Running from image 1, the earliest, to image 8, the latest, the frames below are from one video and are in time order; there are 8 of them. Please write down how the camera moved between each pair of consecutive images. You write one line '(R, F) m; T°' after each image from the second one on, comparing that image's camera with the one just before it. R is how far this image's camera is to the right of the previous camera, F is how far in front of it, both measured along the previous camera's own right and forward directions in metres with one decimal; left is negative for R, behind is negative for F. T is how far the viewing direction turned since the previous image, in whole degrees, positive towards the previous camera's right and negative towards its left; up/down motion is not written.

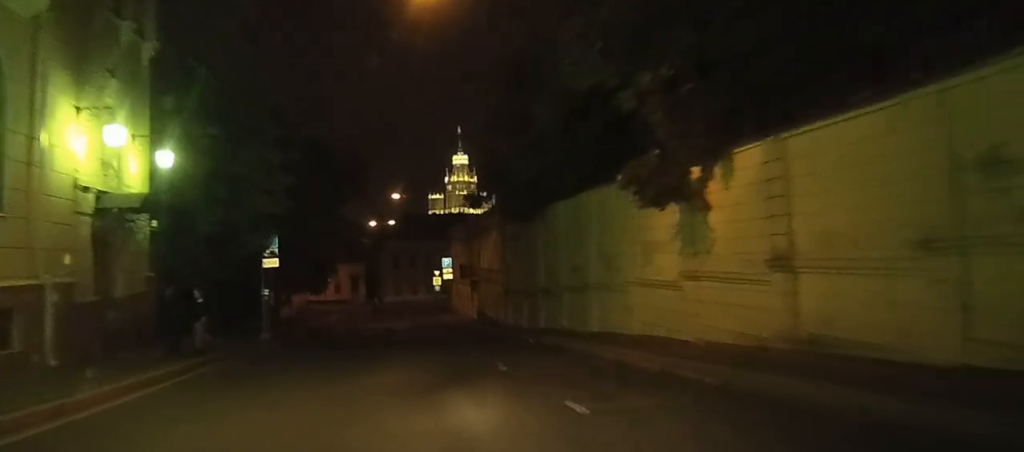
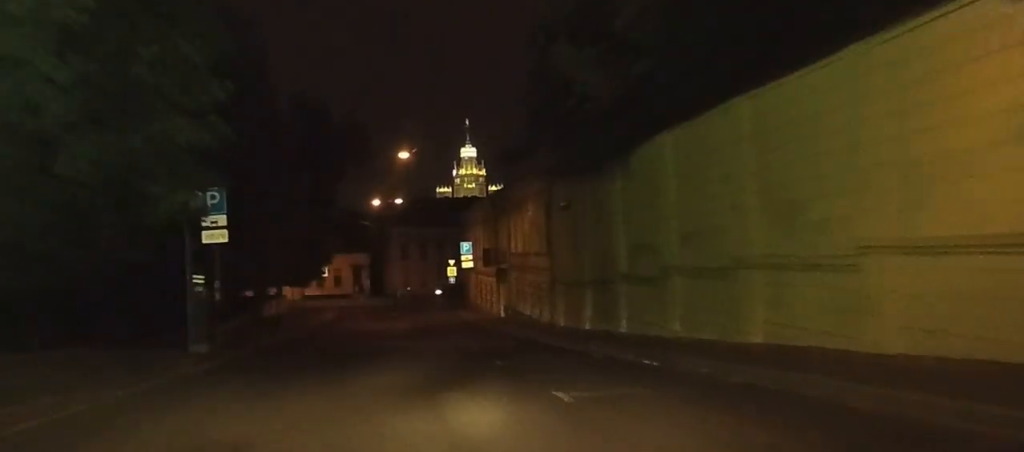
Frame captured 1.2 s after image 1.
(-0.4, +12.7) m; 0°
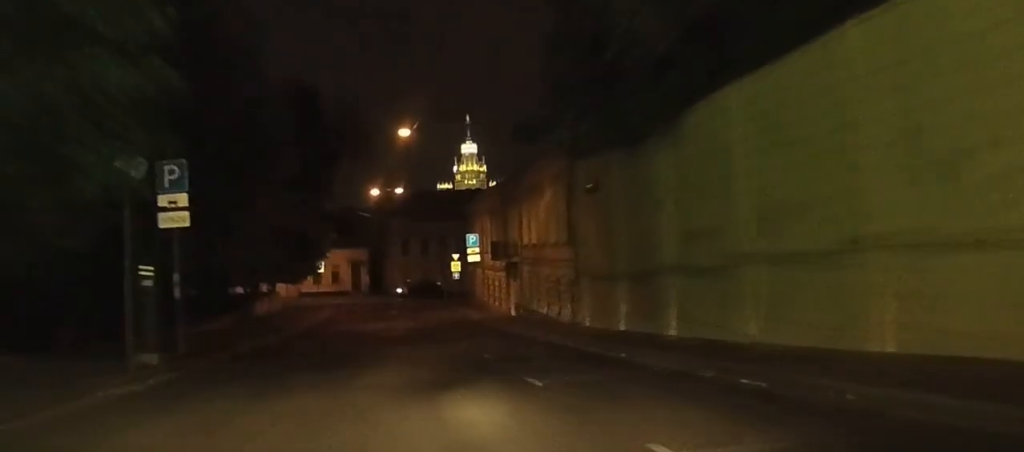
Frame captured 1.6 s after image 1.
(+0.1, +4.8) m; +1°
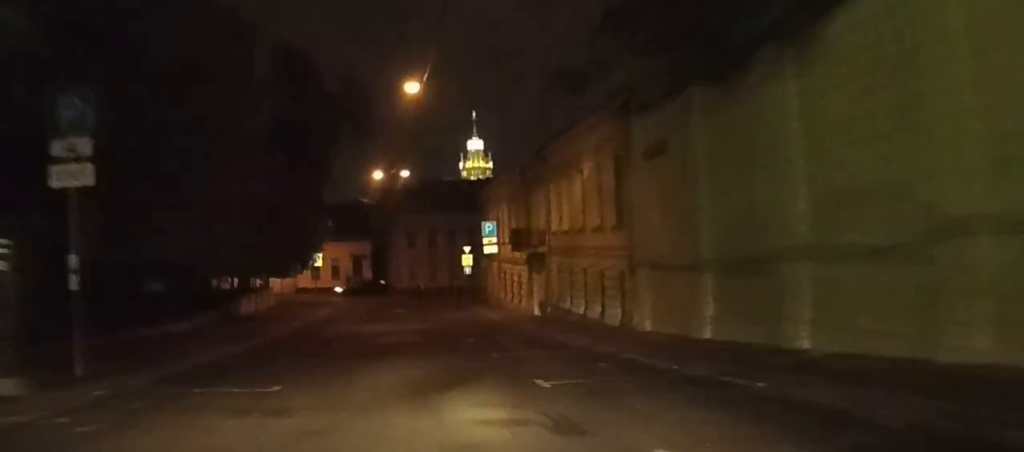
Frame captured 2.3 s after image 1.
(+0.3, +7.1) m; +2°
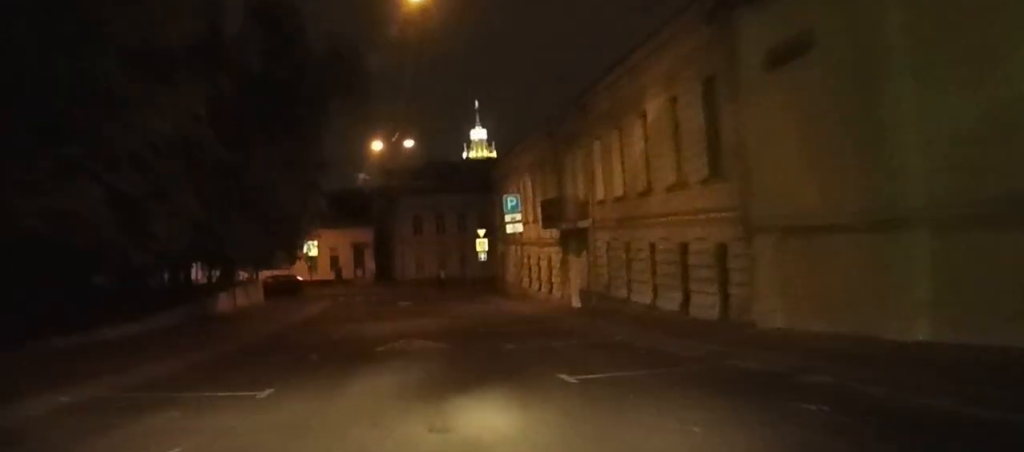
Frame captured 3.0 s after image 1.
(0.0, +8.3) m; 0°
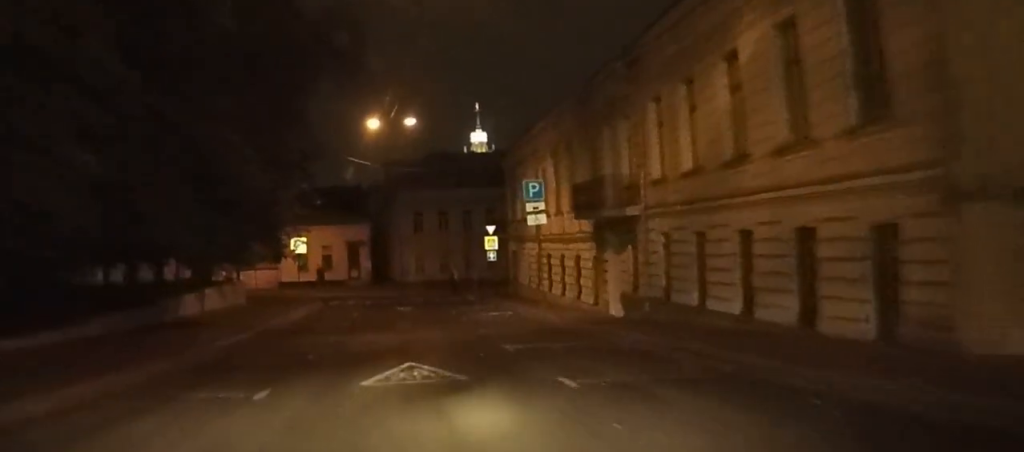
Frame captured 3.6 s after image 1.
(0.0, +6.7) m; 0°
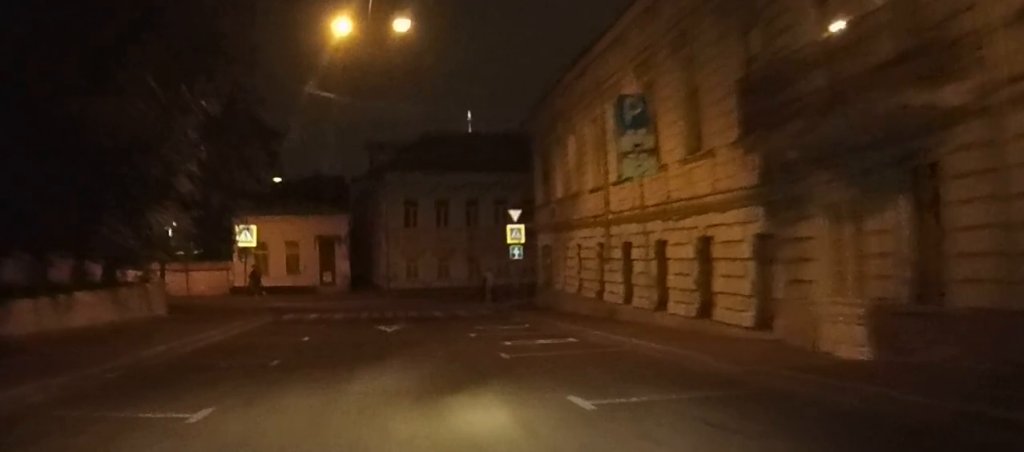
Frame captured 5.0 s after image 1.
(-0.2, +14.2) m; -2°
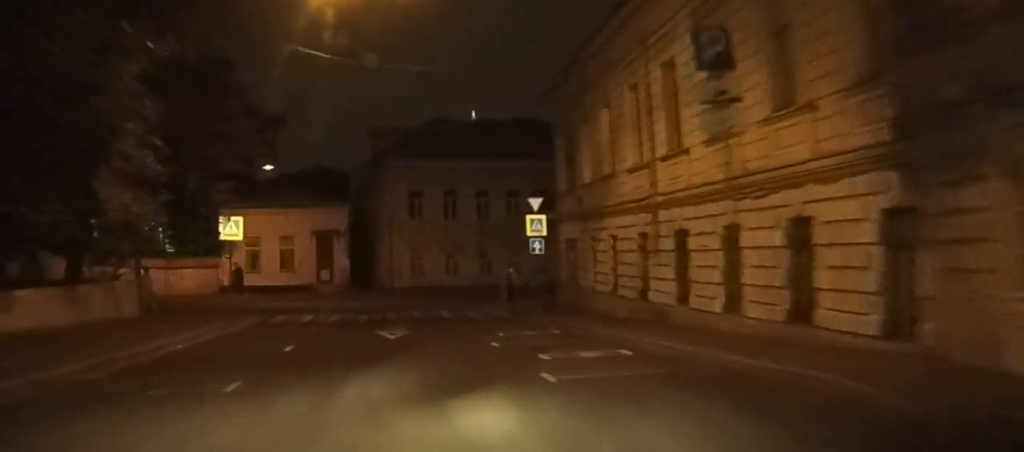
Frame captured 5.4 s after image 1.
(0.0, +3.9) m; -1°
